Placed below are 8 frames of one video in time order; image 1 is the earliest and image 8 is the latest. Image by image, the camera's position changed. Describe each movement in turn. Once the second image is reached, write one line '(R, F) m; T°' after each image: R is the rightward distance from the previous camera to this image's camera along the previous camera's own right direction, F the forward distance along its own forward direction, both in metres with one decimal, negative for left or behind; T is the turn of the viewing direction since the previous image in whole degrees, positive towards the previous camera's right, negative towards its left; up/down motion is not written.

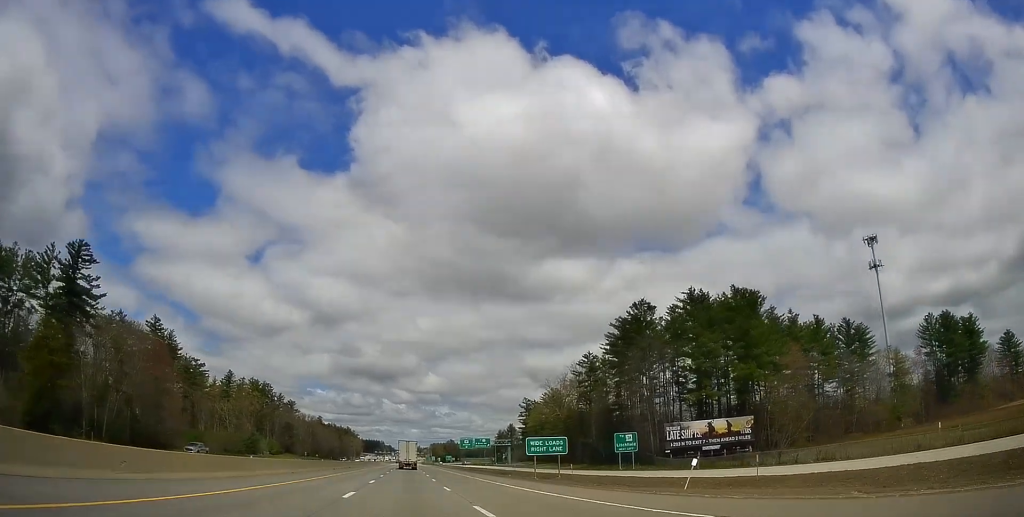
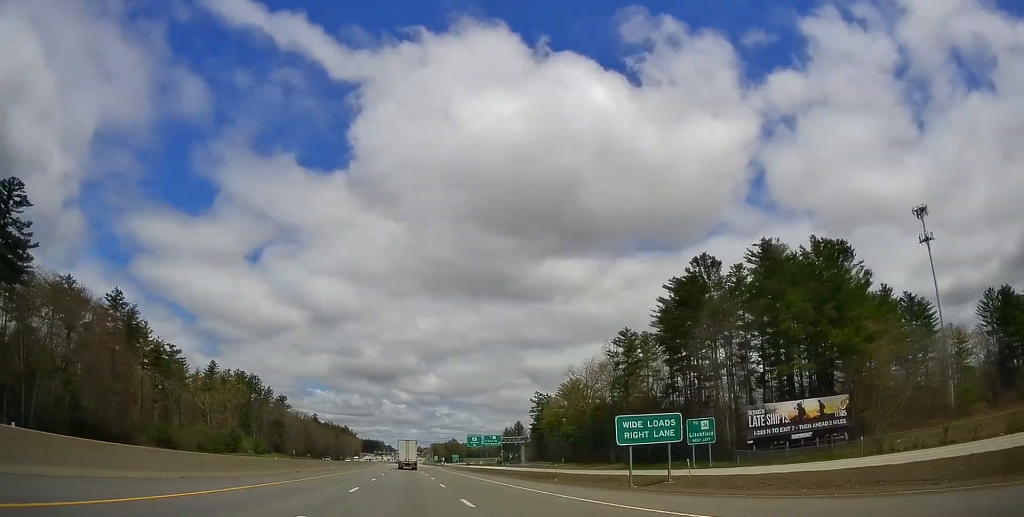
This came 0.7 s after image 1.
(-0.2, +23.1) m; 0°
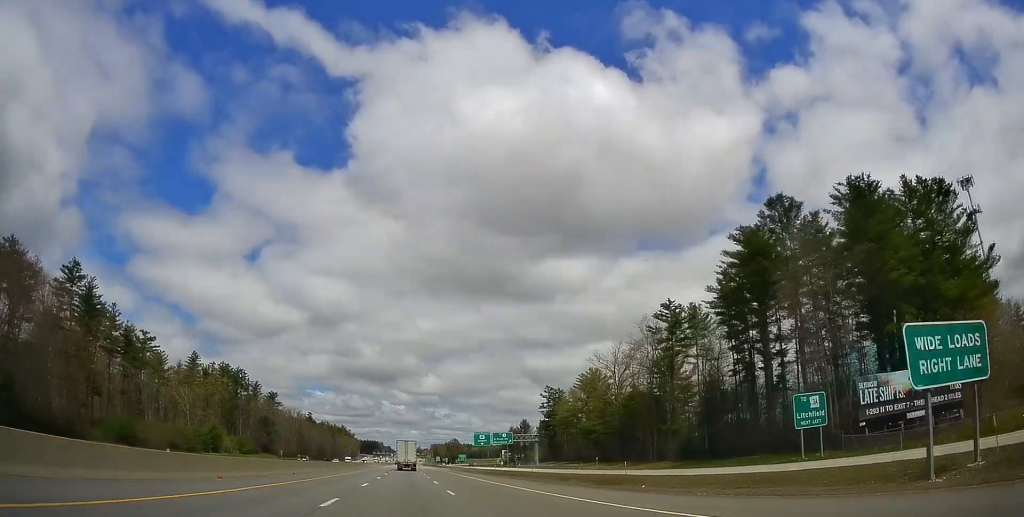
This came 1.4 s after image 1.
(-0.5, +19.9) m; 0°
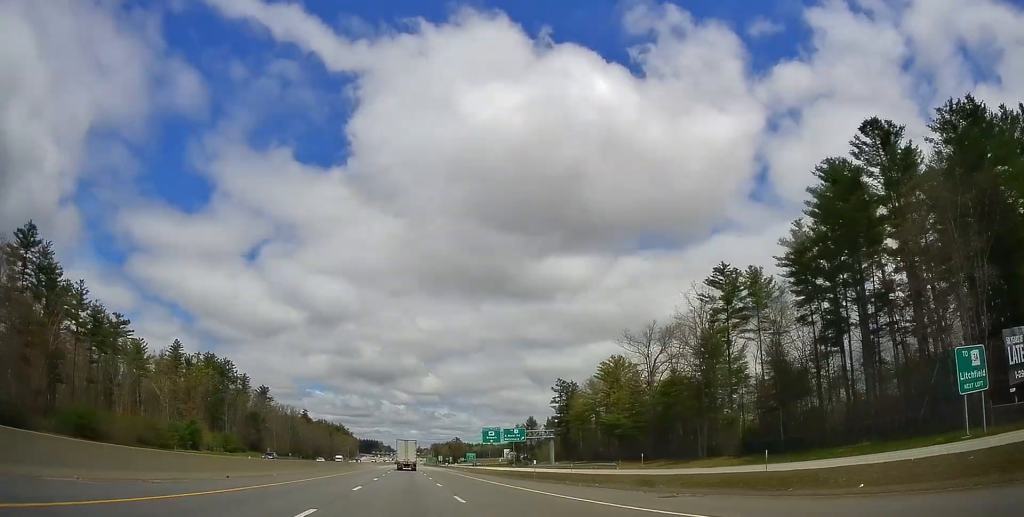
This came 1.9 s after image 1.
(+0.5, +17.8) m; 0°
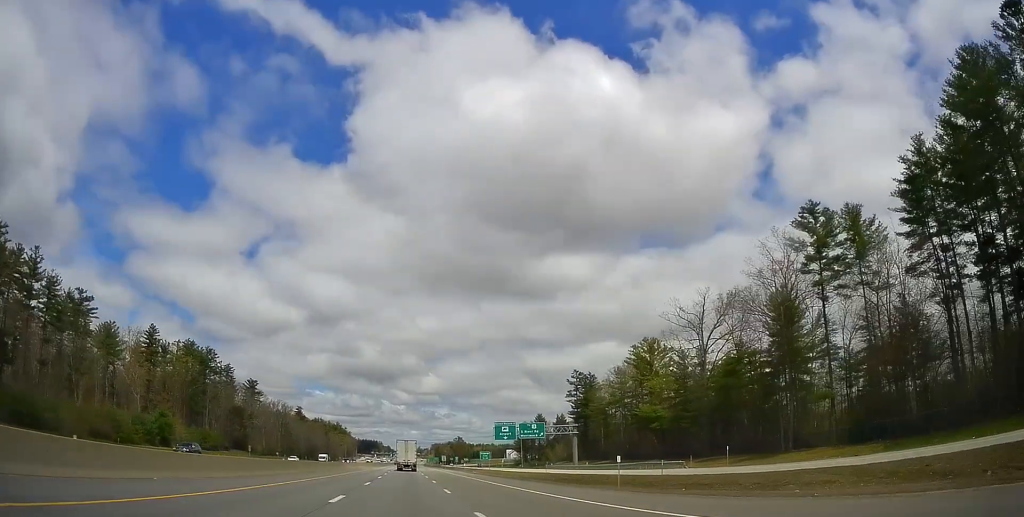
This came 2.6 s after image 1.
(+0.2, +20.9) m; 0°
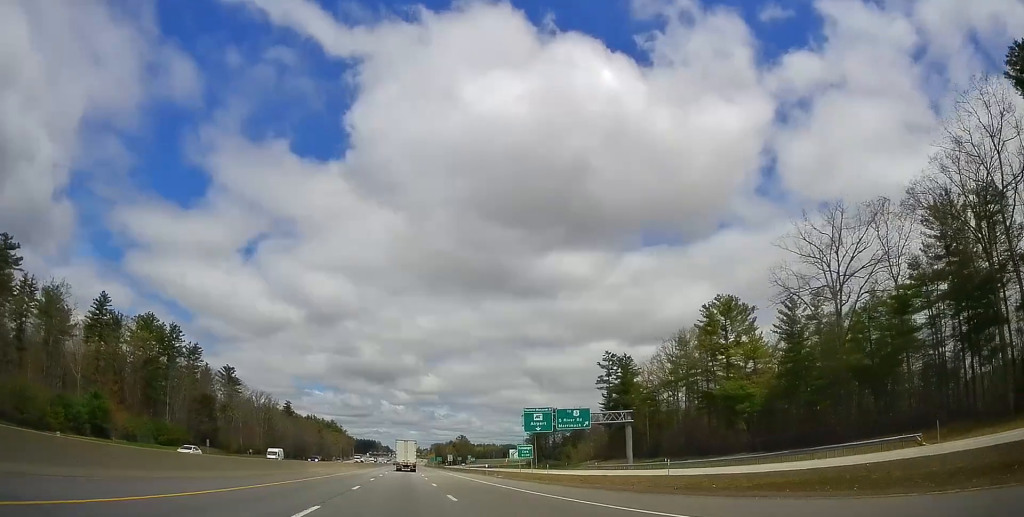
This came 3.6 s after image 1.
(-0.4, +32.3) m; -1°
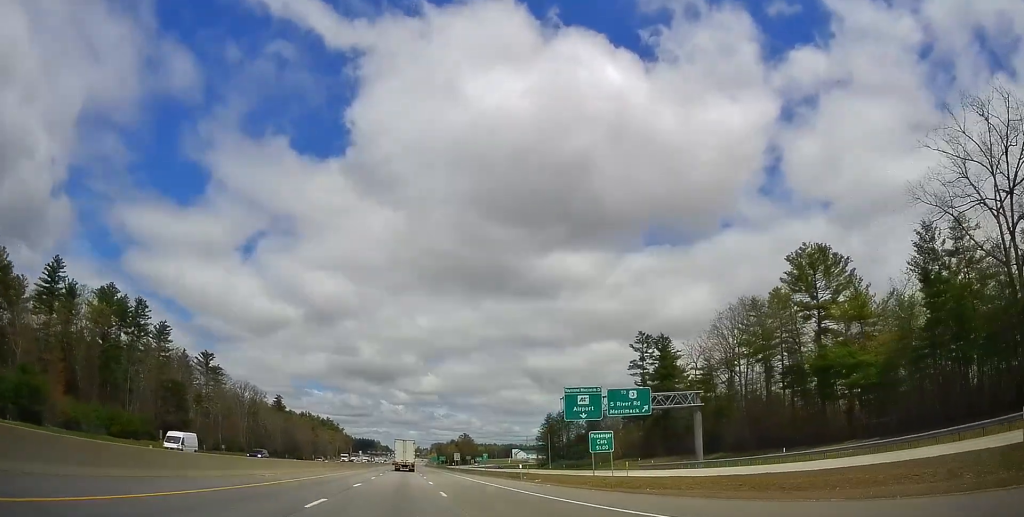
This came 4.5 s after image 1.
(-0.1, +24.2) m; 0°
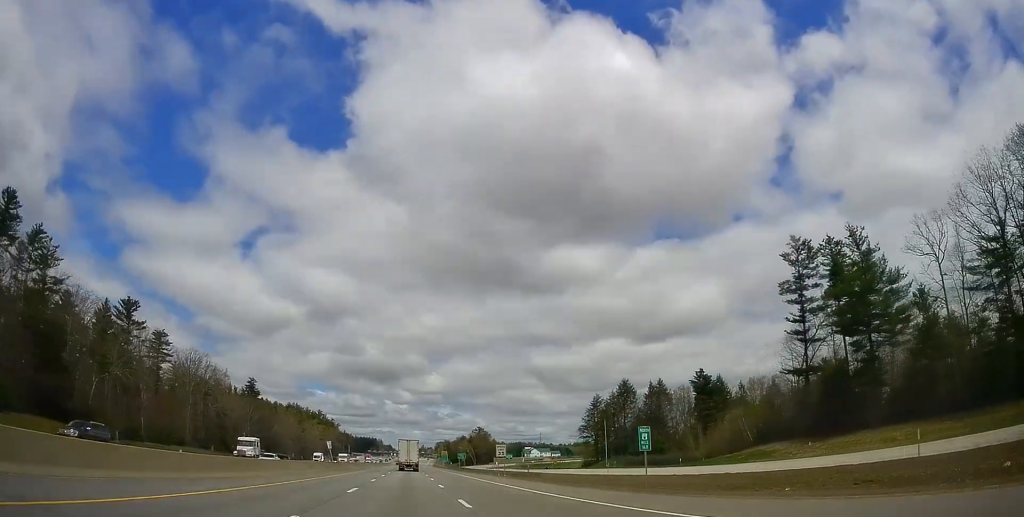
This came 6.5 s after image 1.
(+1.3, +59.6) m; +1°
